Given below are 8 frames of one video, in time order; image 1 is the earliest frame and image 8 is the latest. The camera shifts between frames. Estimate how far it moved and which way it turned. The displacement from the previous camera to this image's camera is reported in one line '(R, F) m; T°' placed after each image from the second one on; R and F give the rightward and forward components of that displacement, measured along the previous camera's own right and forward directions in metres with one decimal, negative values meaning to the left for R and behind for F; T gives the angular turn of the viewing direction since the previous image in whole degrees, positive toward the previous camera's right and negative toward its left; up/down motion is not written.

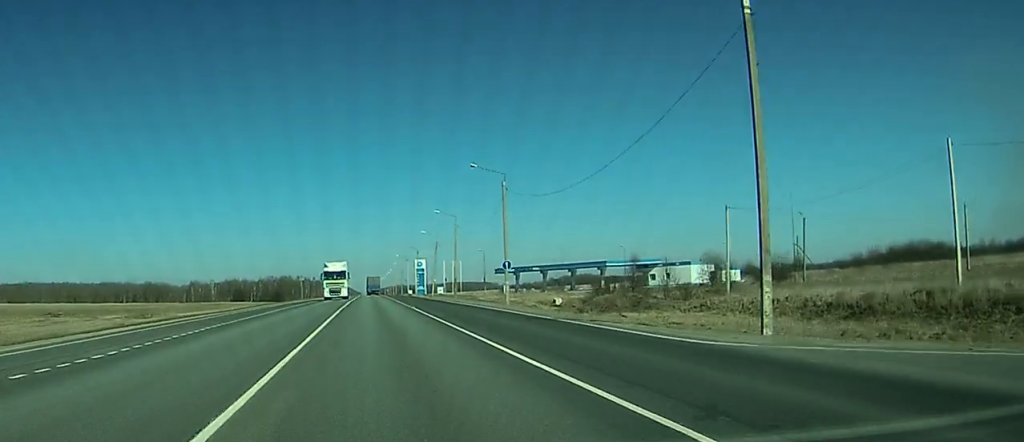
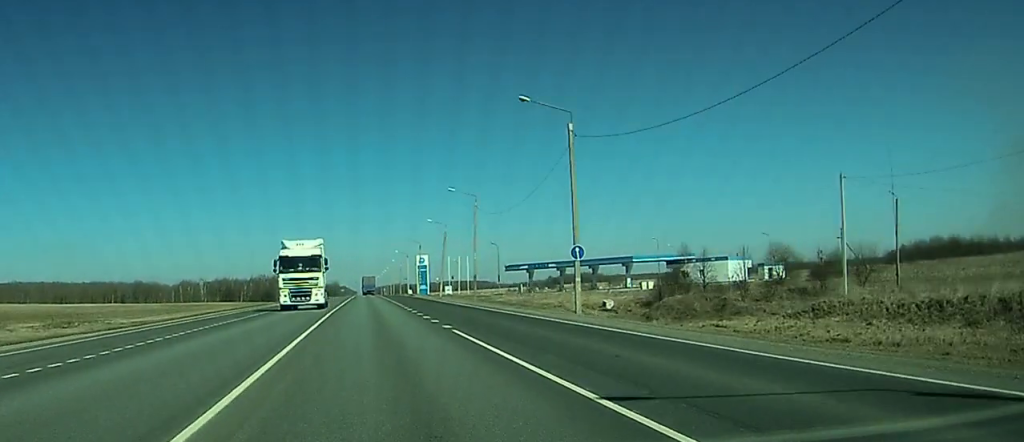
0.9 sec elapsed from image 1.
(+0.1, +21.9) m; 0°
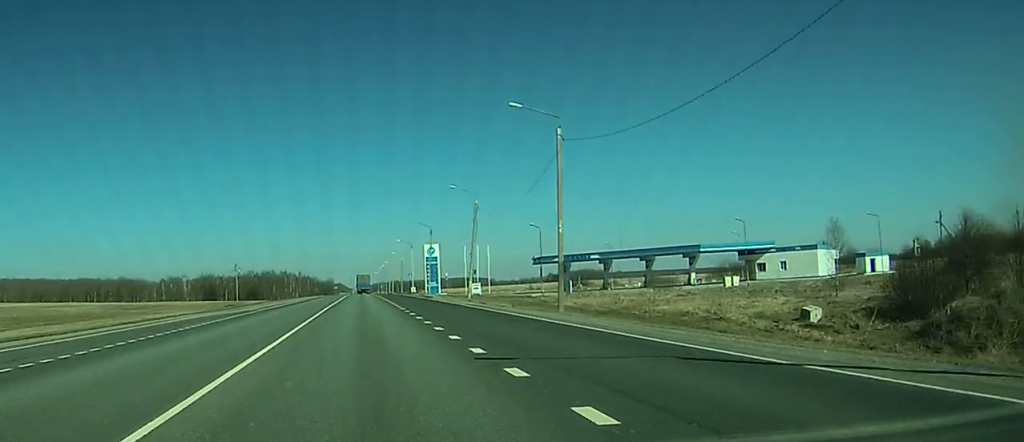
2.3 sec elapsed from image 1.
(+0.1, +35.8) m; +2°
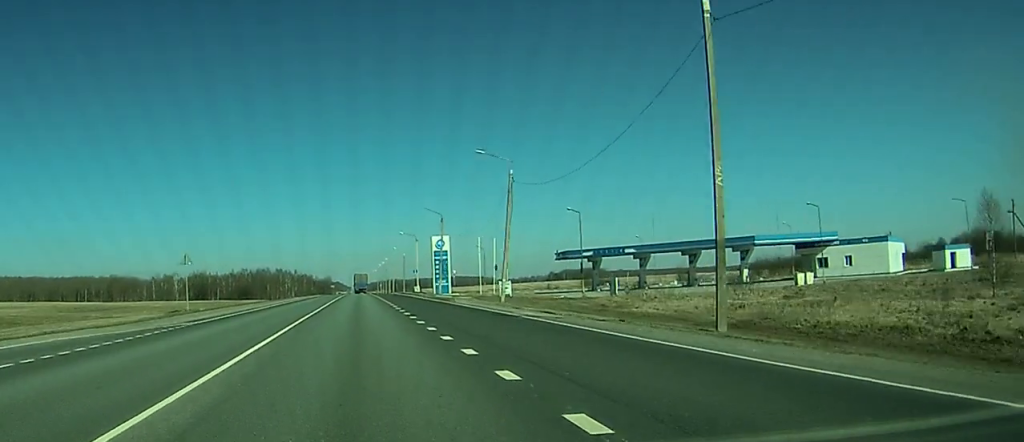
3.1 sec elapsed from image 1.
(+0.5, +19.9) m; 0°
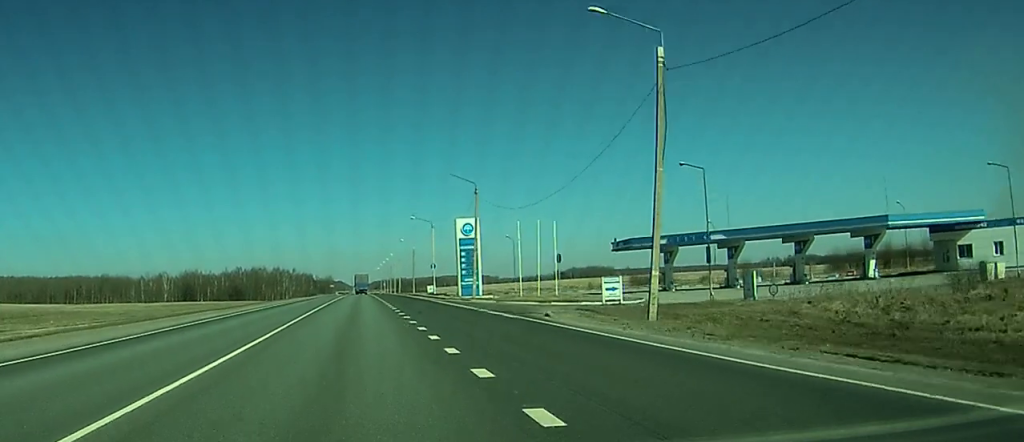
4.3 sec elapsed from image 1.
(-0.5, +31.0) m; -1°
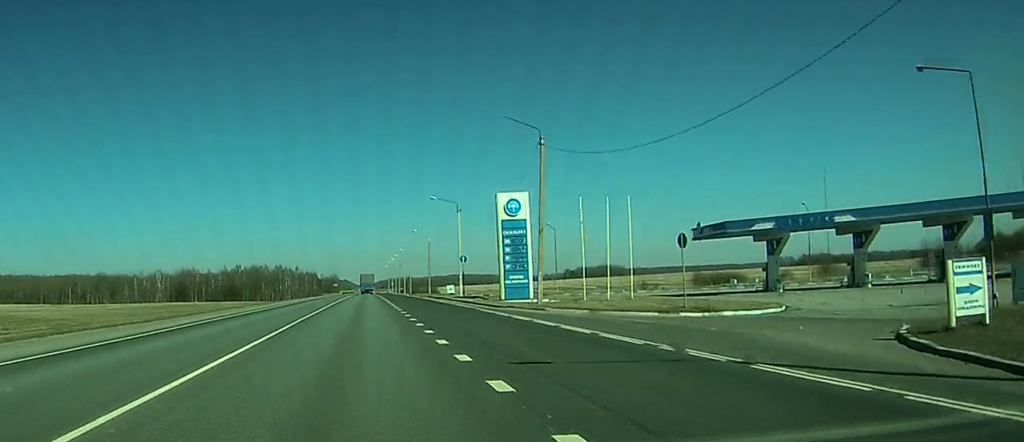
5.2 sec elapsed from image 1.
(0.0, +25.4) m; -1°
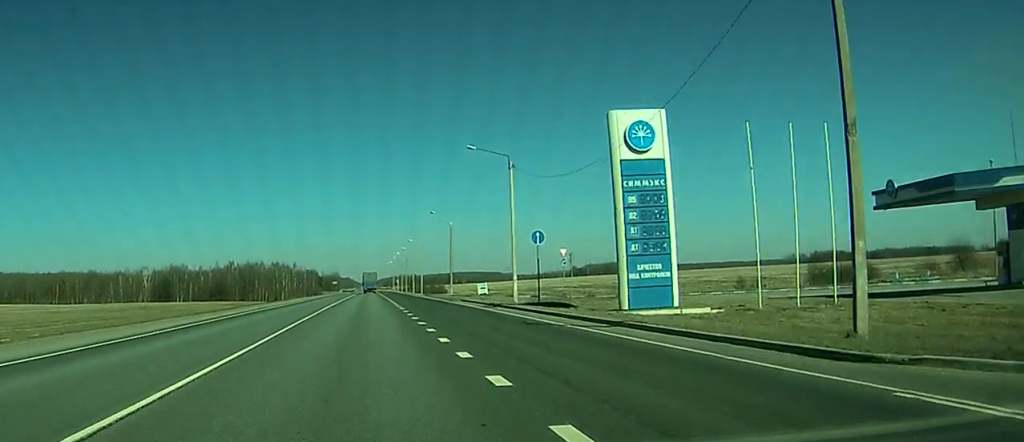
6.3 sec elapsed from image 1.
(-0.7, +31.6) m; -1°
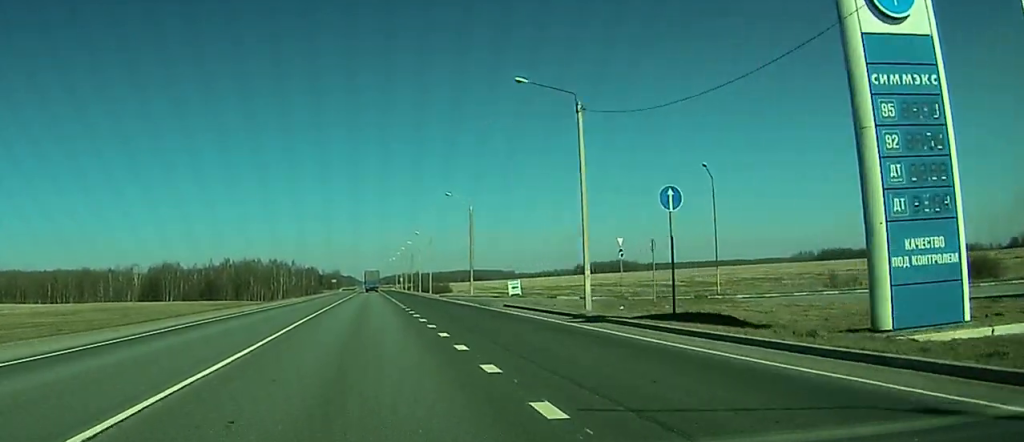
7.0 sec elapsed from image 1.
(0.0, +18.9) m; 0°
